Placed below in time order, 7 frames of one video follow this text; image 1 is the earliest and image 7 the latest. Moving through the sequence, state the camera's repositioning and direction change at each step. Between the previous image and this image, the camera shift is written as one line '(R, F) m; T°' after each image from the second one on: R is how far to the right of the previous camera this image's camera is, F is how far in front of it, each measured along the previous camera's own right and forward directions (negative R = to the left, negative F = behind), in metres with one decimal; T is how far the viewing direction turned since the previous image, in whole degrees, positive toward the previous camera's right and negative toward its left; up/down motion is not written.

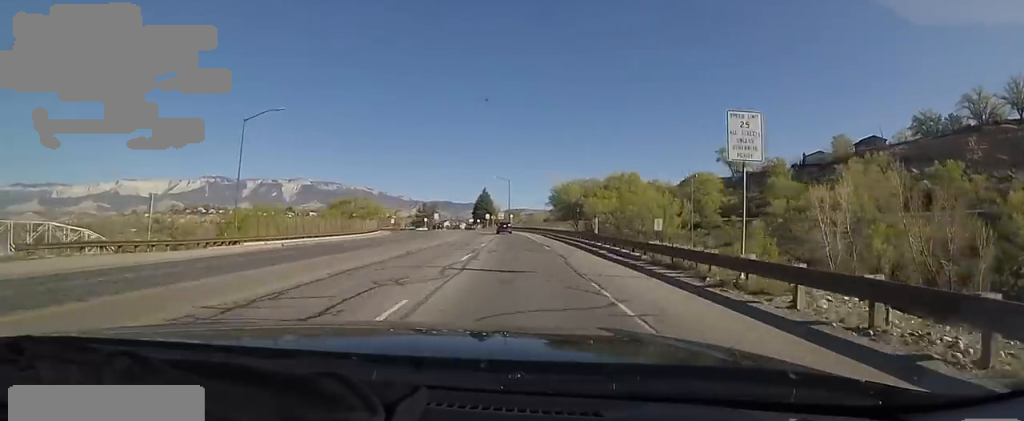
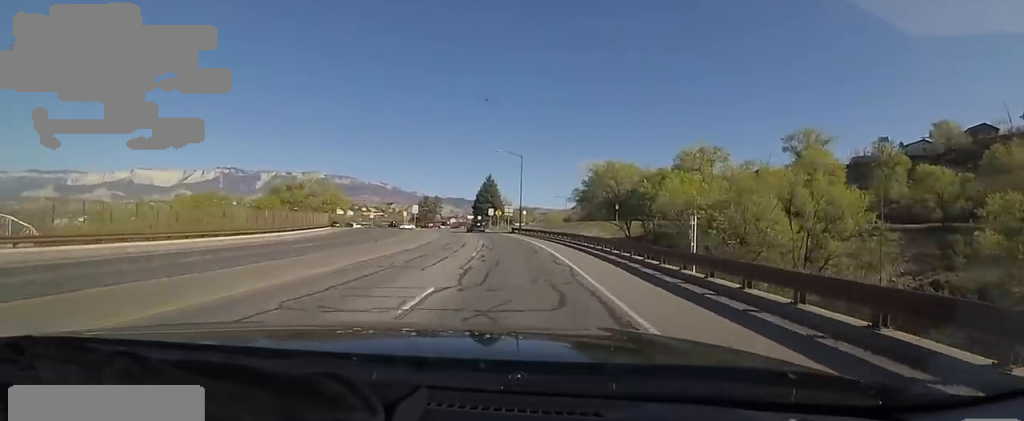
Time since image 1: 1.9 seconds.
(0.0, +33.6) m; -3°
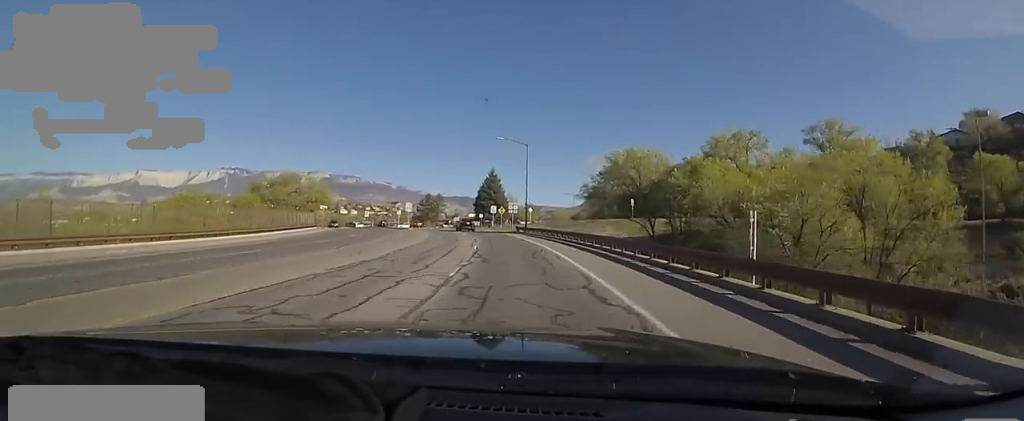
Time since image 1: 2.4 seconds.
(-0.3, +7.9) m; 0°
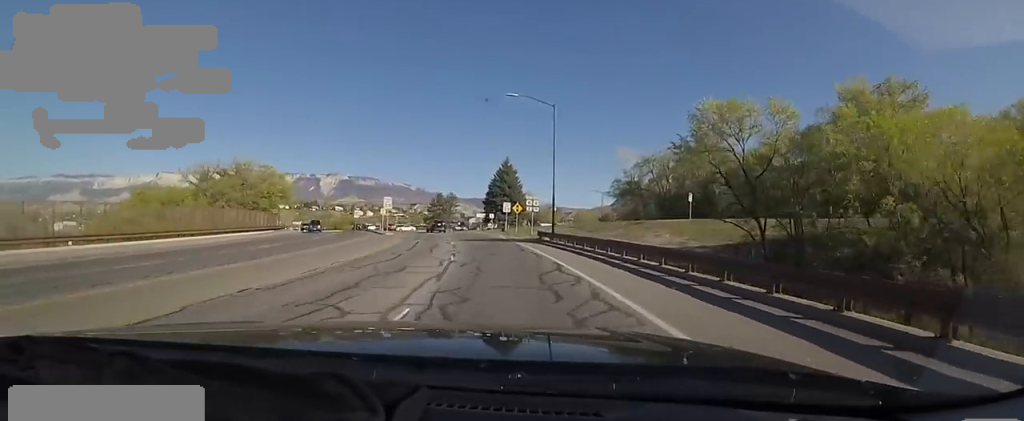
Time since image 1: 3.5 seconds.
(-0.1, +19.3) m; -2°
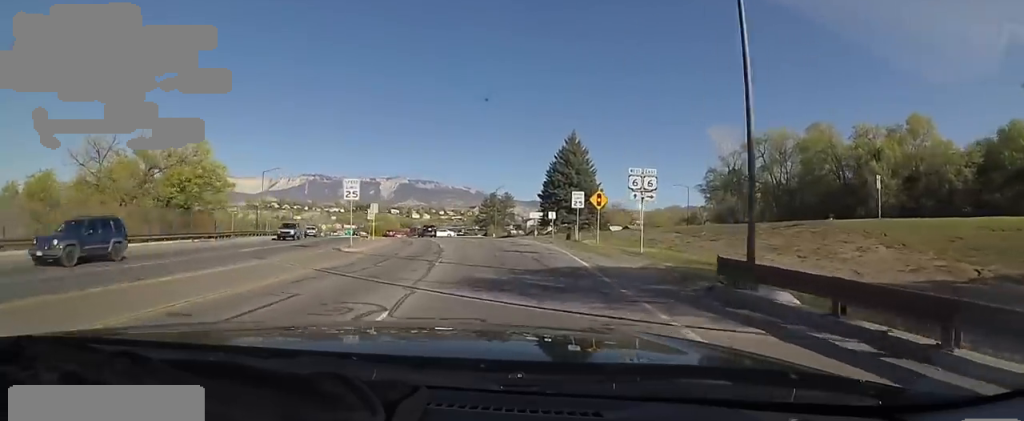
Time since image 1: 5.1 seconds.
(-1.9, +24.6) m; -8°
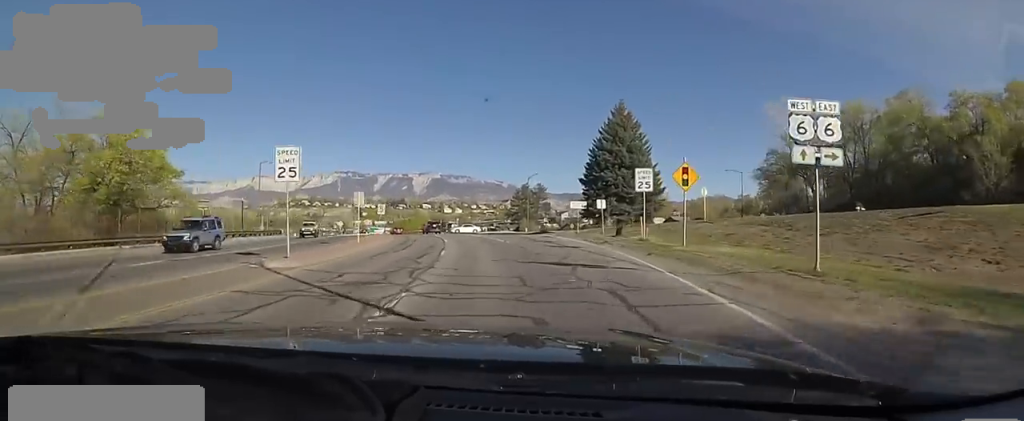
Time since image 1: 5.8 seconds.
(+0.2, +10.8) m; -2°
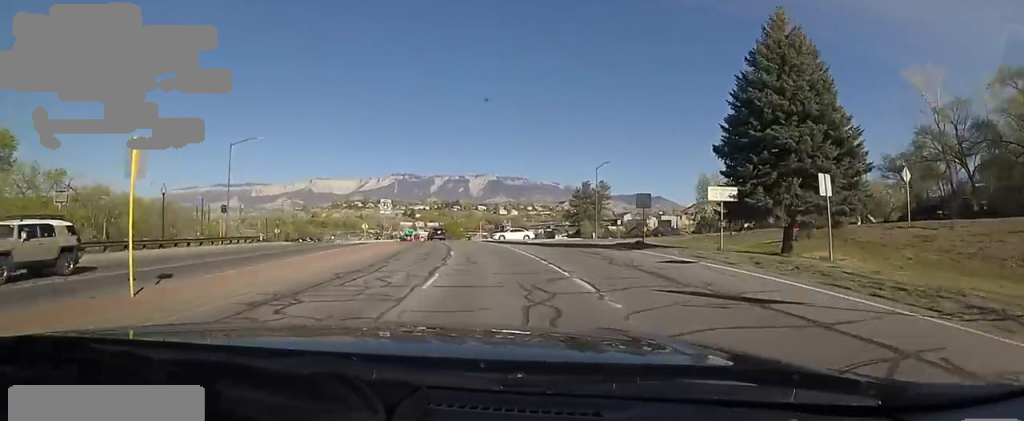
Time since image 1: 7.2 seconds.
(-1.7, +20.1) m; -11°
